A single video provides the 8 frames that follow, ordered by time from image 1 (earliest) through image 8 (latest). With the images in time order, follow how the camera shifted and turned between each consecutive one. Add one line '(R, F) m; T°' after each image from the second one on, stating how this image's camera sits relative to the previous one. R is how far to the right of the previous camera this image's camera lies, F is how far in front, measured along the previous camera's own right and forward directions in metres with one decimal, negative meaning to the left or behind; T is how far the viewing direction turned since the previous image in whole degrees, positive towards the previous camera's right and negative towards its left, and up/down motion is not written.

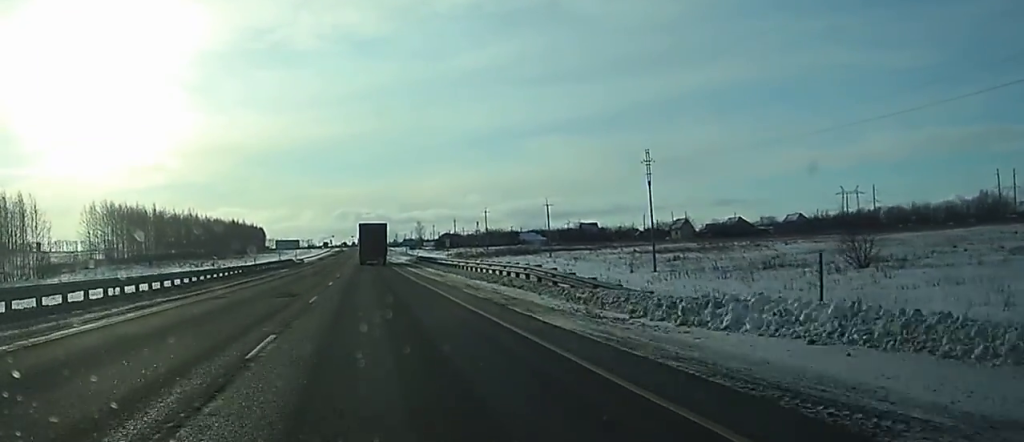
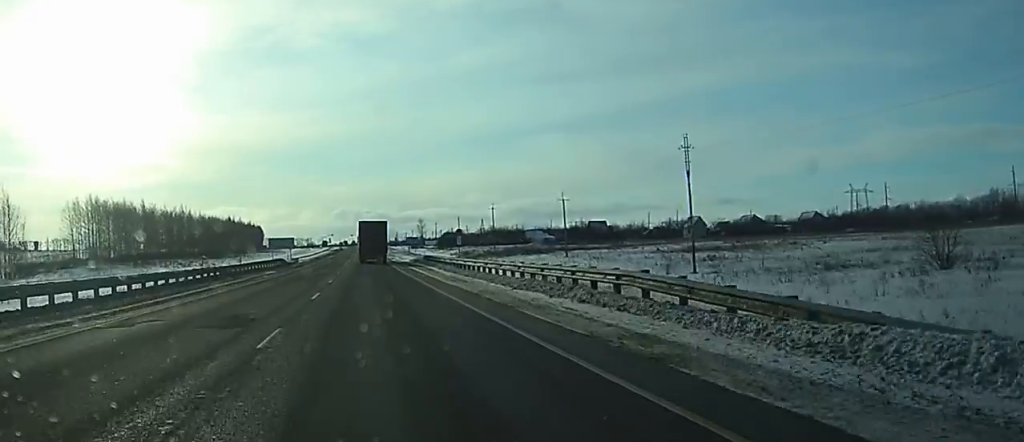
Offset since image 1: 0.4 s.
(0.0, +11.0) m; 0°
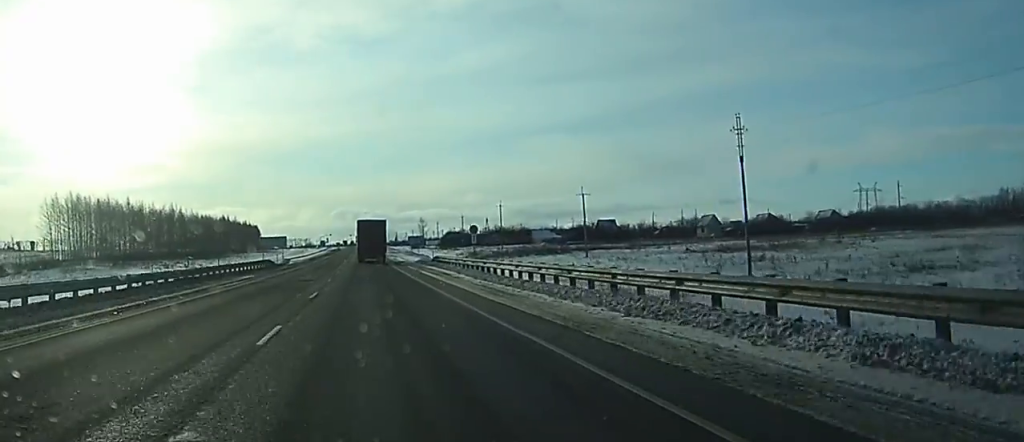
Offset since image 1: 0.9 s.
(0.0, +11.8) m; 0°
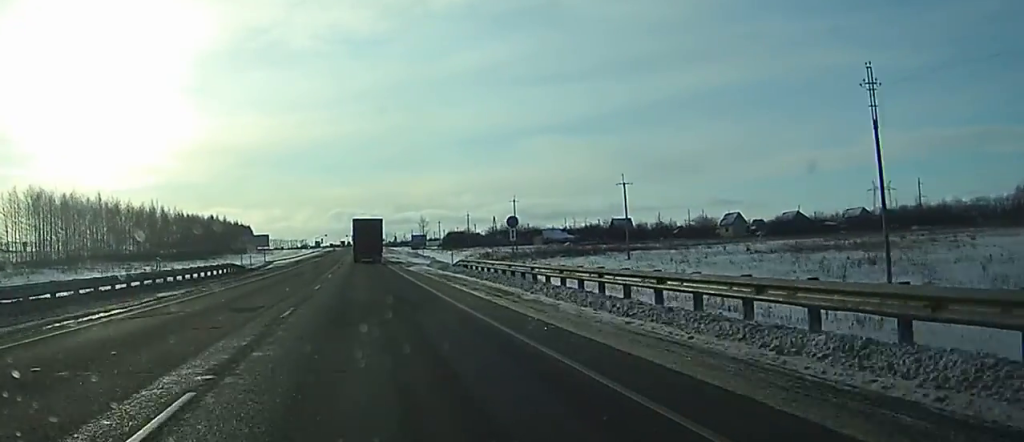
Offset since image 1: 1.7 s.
(0.0, +19.3) m; 0°
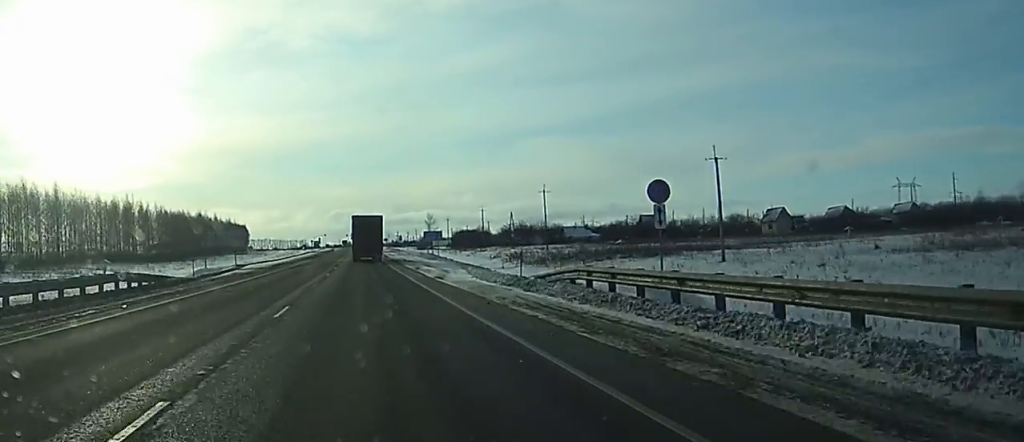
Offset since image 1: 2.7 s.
(0.0, +25.0) m; 0°
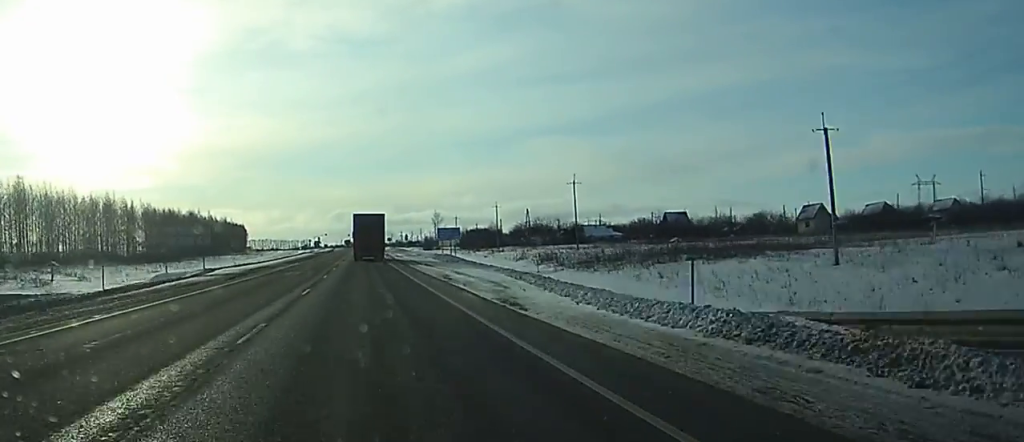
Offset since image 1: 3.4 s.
(+0.1, +17.4) m; 0°
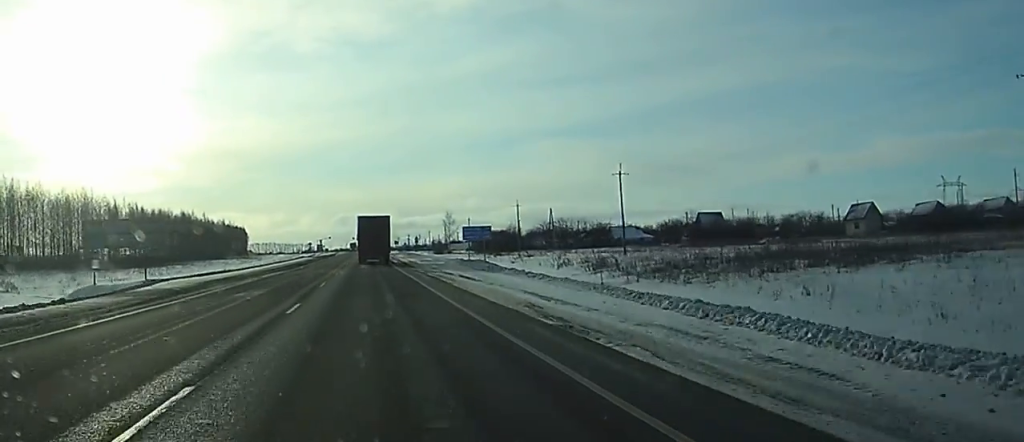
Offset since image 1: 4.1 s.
(0.0, +18.8) m; 0°
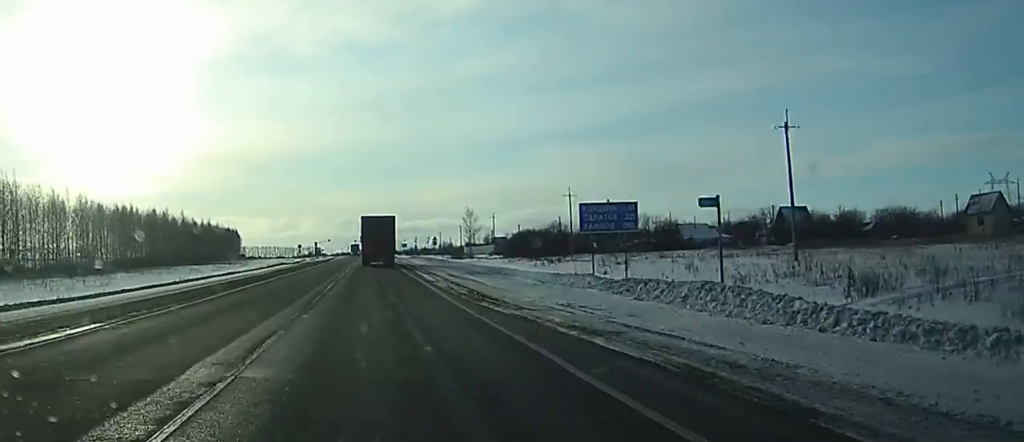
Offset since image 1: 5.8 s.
(-0.4, +39.3) m; -1°
